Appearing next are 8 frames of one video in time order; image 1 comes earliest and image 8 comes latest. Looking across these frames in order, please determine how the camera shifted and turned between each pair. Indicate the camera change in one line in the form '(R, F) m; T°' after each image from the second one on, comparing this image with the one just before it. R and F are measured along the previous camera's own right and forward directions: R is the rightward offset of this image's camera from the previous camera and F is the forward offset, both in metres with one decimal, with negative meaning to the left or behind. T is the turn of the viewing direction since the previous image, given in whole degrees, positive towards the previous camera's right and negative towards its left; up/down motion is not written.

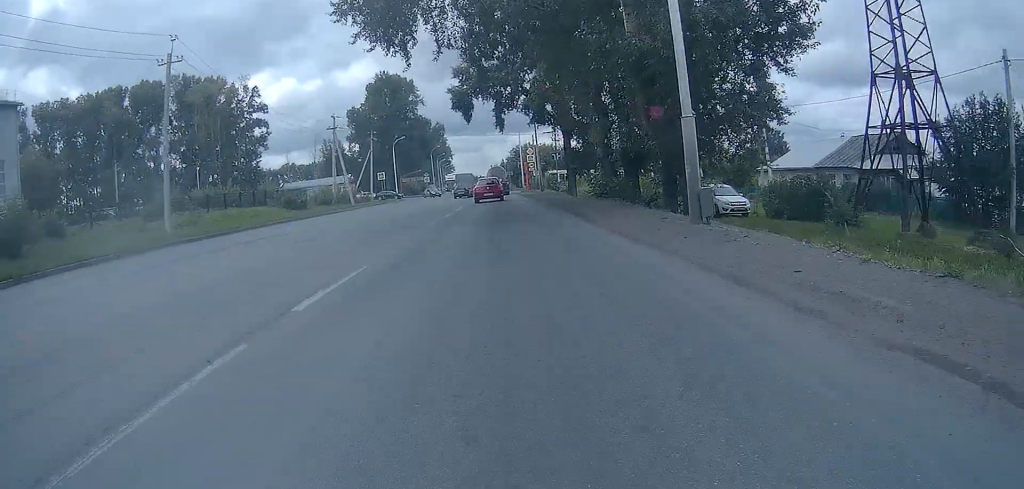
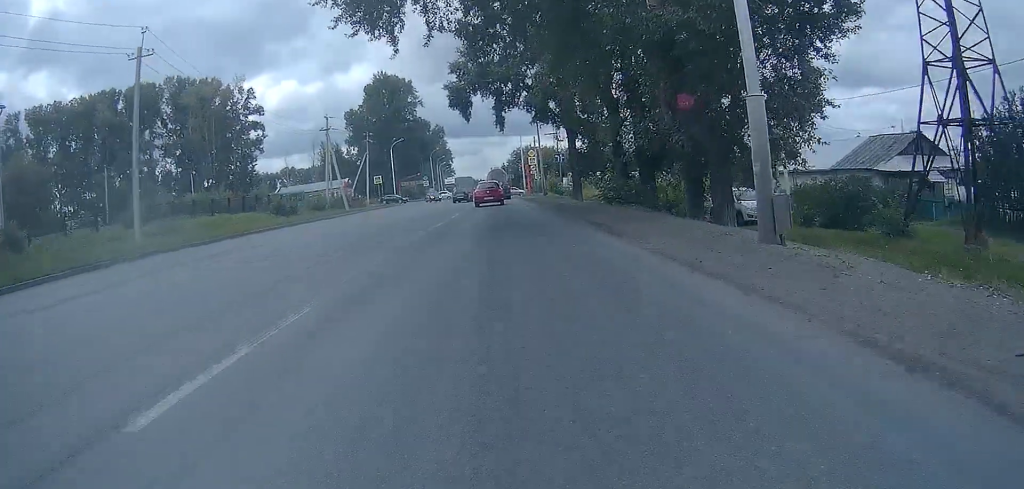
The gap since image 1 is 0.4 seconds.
(0.0, +3.3) m; -1°
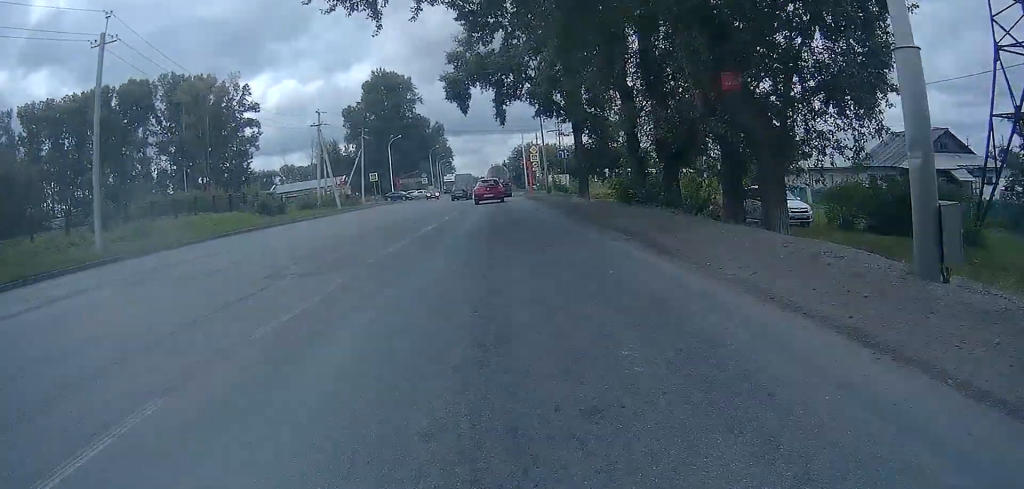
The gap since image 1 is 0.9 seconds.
(0.0, +3.8) m; -1°
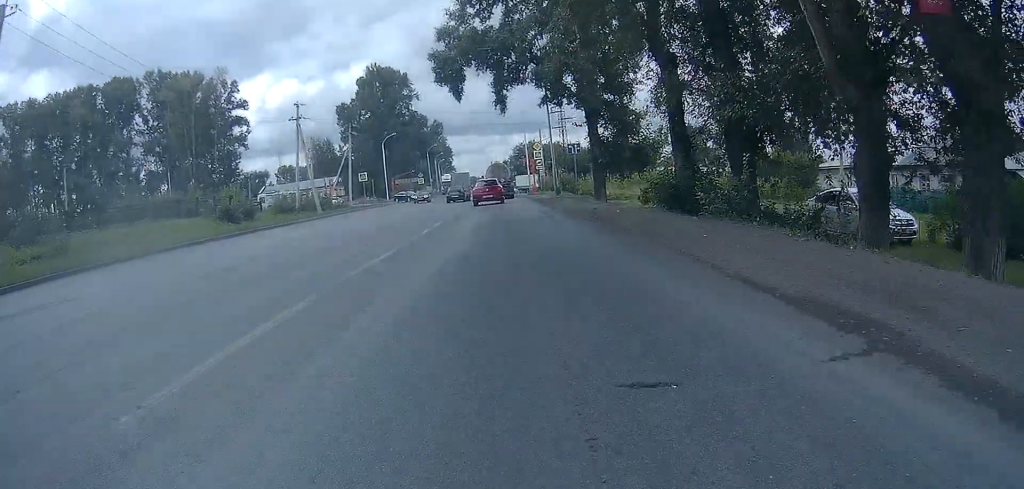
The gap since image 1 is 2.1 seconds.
(-0.2, +7.7) m; -2°
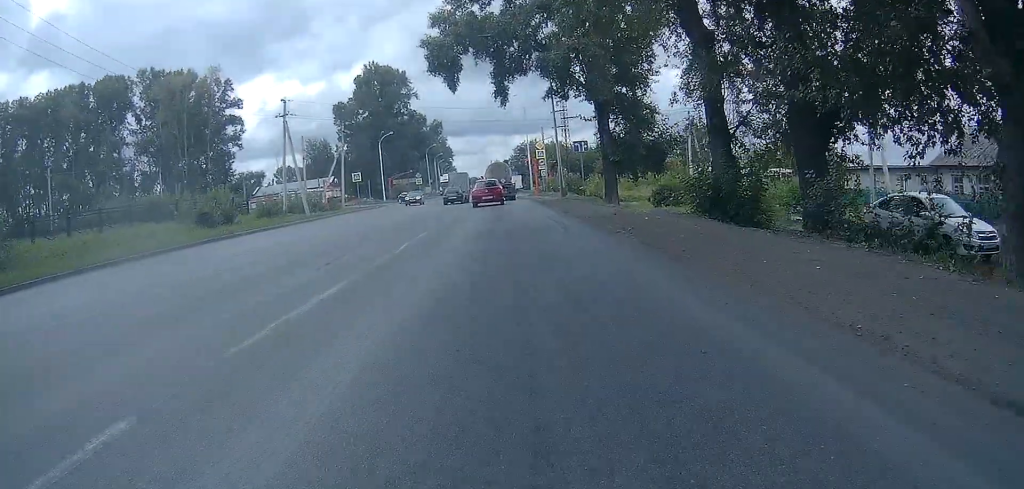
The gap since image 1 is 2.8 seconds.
(0.0, +4.0) m; 0°
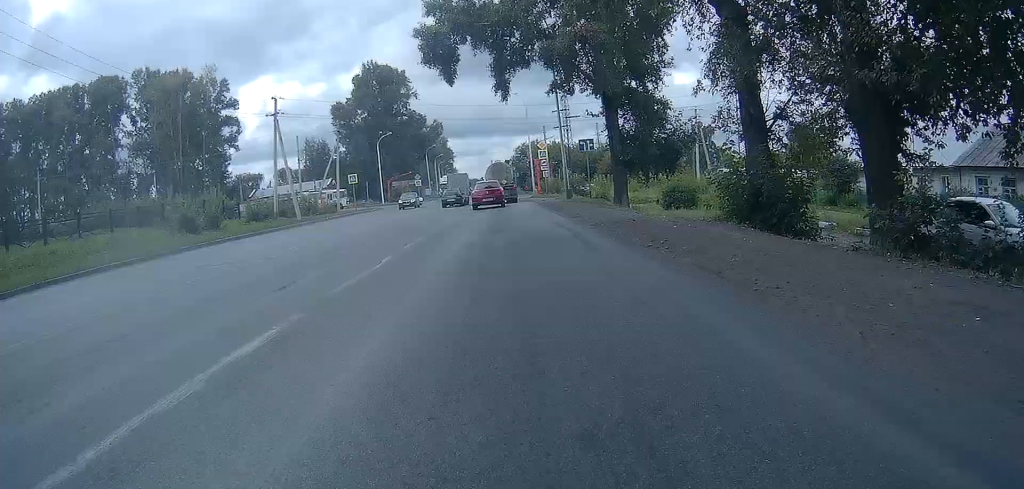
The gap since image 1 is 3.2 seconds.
(0.0, +2.7) m; 0°
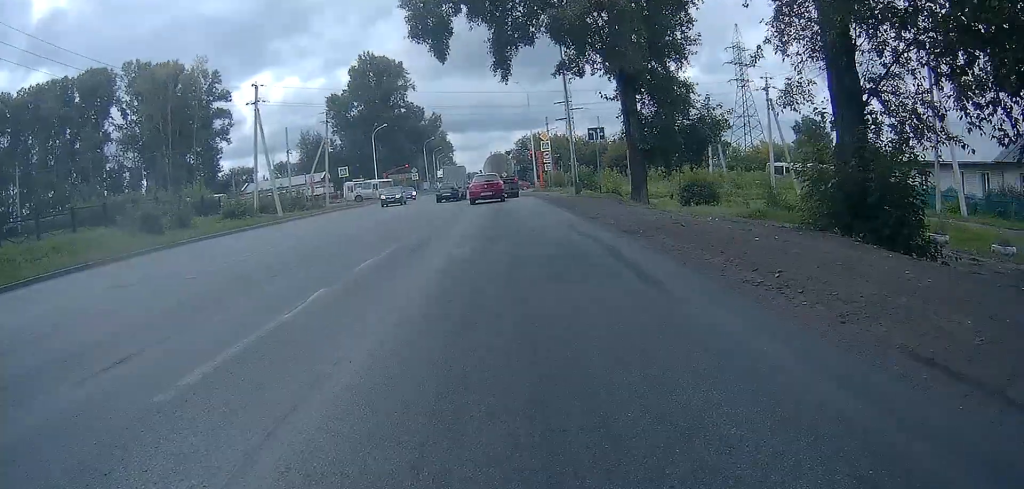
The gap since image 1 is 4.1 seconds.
(0.0, +4.7) m; 0°
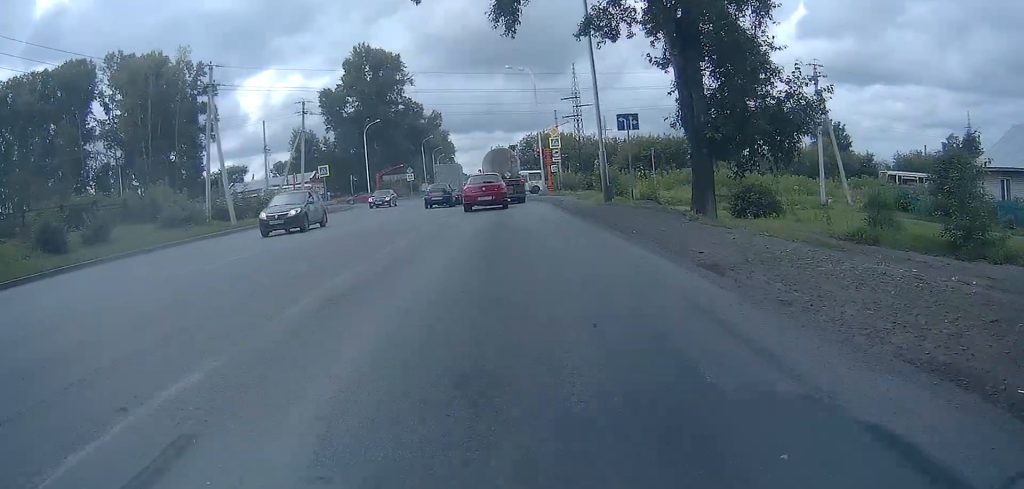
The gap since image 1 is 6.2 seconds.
(0.0, +8.9) m; -2°
